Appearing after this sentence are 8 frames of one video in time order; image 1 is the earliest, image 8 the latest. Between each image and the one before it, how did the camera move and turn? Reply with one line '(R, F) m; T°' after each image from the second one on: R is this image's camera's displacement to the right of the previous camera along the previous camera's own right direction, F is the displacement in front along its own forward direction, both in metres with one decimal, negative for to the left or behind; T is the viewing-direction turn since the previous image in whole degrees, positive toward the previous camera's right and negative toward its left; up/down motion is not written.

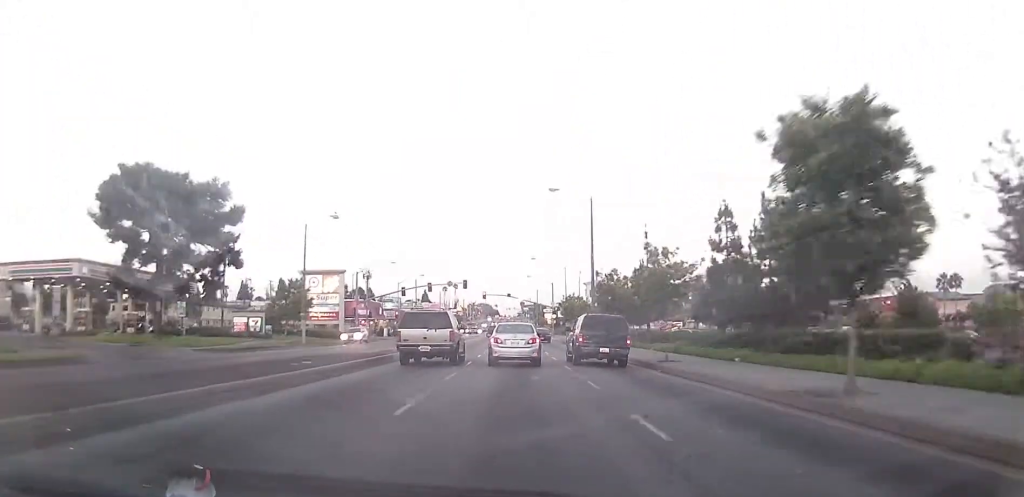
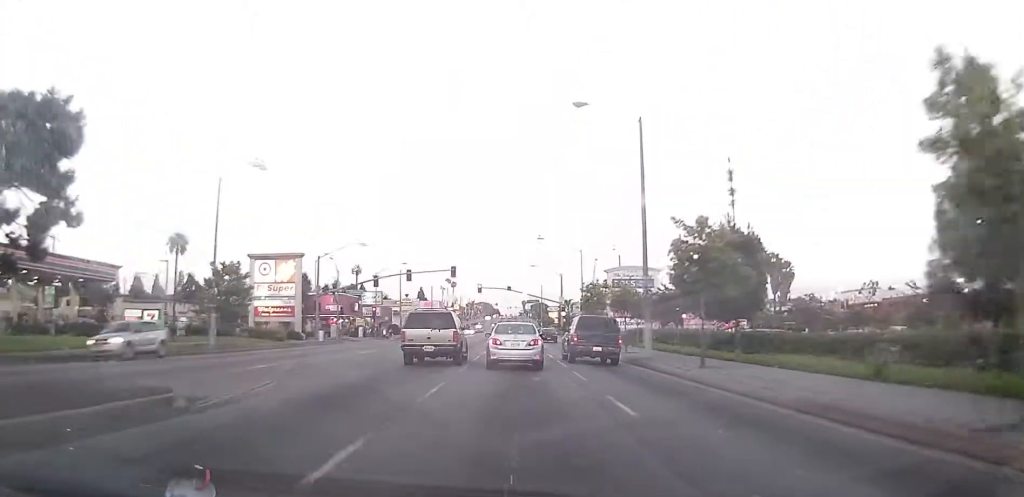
(0.0, +20.0) m; 0°
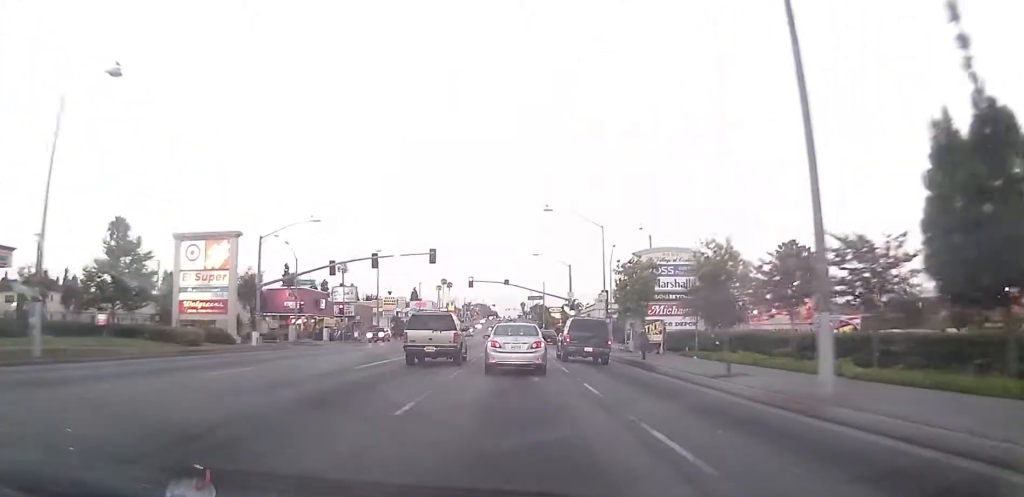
(0.0, +18.3) m; 0°
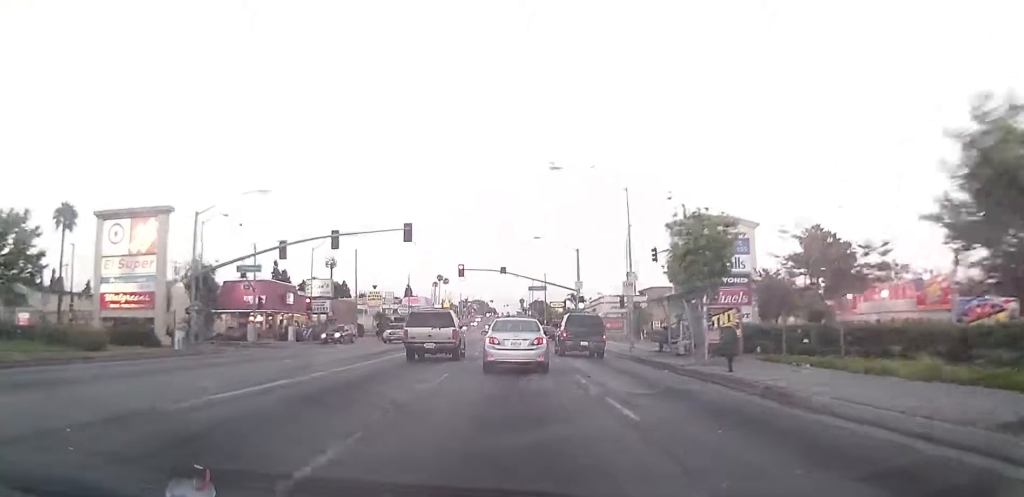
(0.0, +12.6) m; 0°
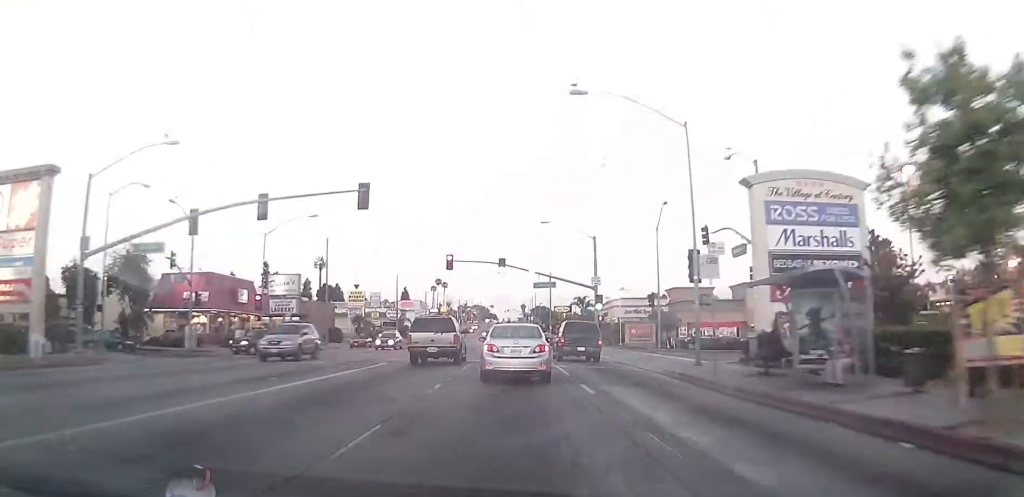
(0.0, +14.0) m; 0°
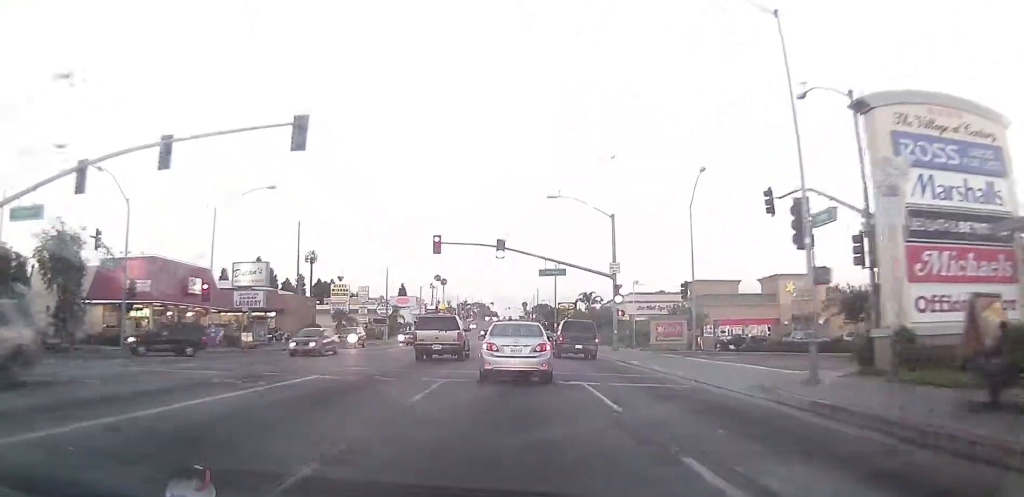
(0.0, +10.2) m; 0°
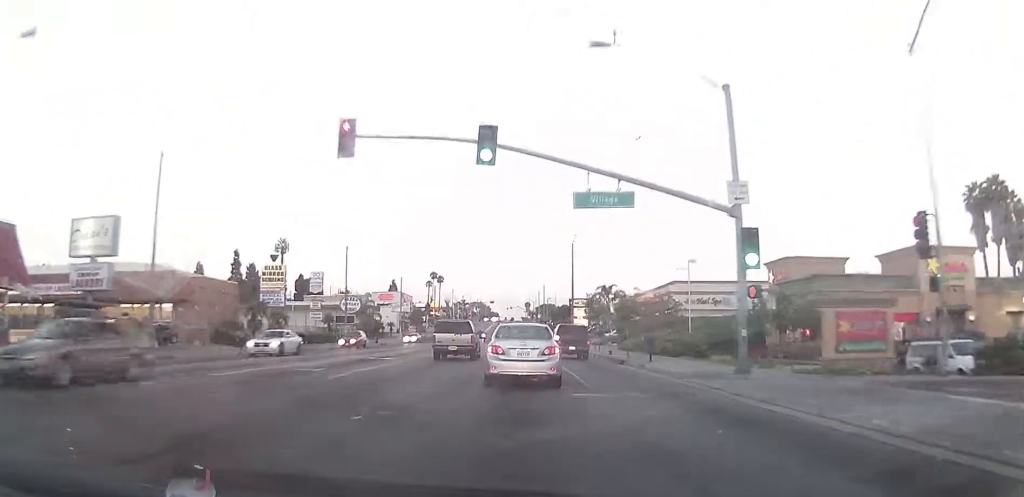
(0.0, +26.4) m; 0°
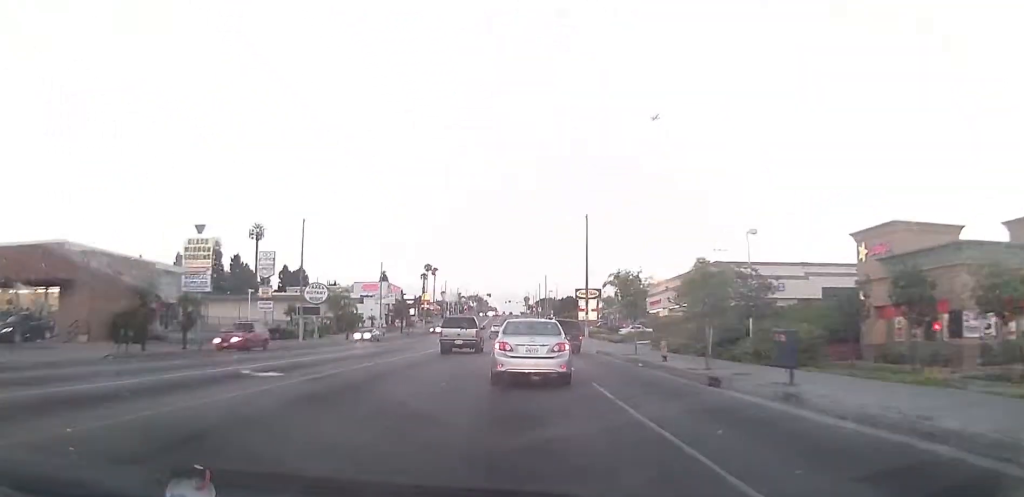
(0.0, +15.7) m; 0°
